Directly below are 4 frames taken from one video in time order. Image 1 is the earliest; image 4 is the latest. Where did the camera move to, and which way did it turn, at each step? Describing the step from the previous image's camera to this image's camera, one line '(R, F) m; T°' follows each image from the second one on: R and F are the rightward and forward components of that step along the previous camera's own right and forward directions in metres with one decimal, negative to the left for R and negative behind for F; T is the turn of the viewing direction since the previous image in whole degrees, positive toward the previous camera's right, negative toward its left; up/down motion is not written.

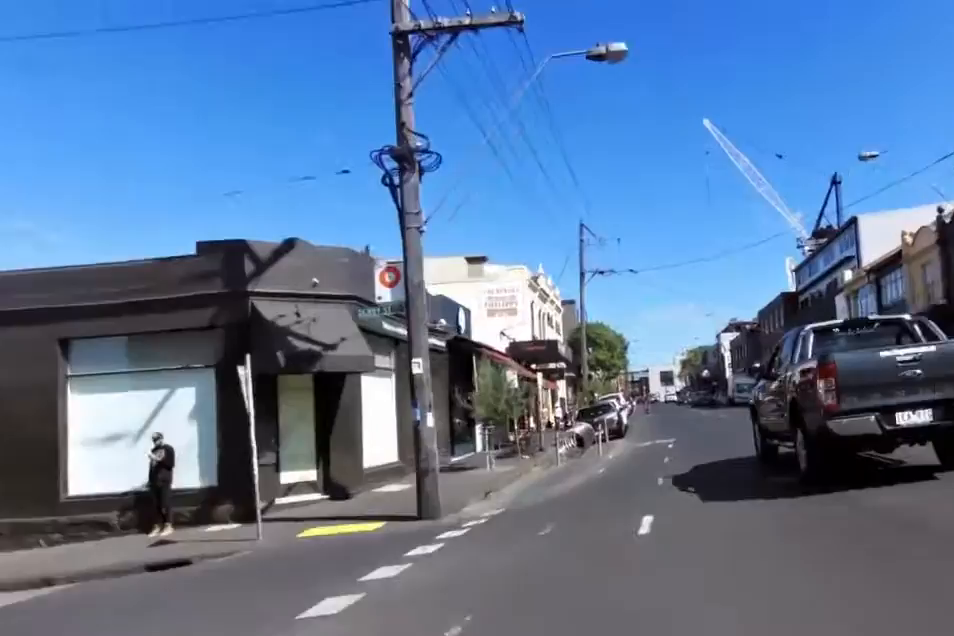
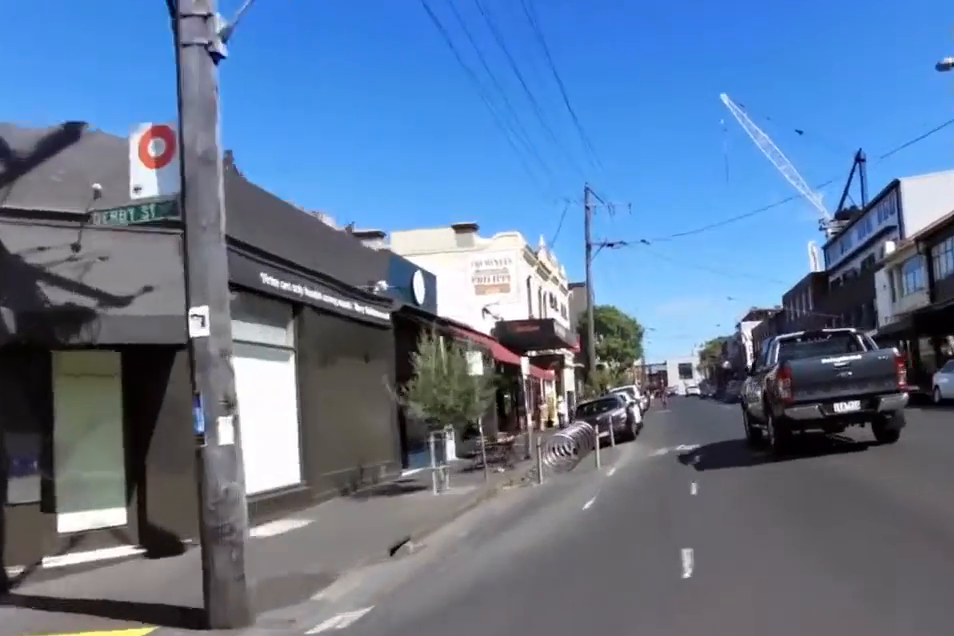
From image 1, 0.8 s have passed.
(-0.6, +6.2) m; +1°
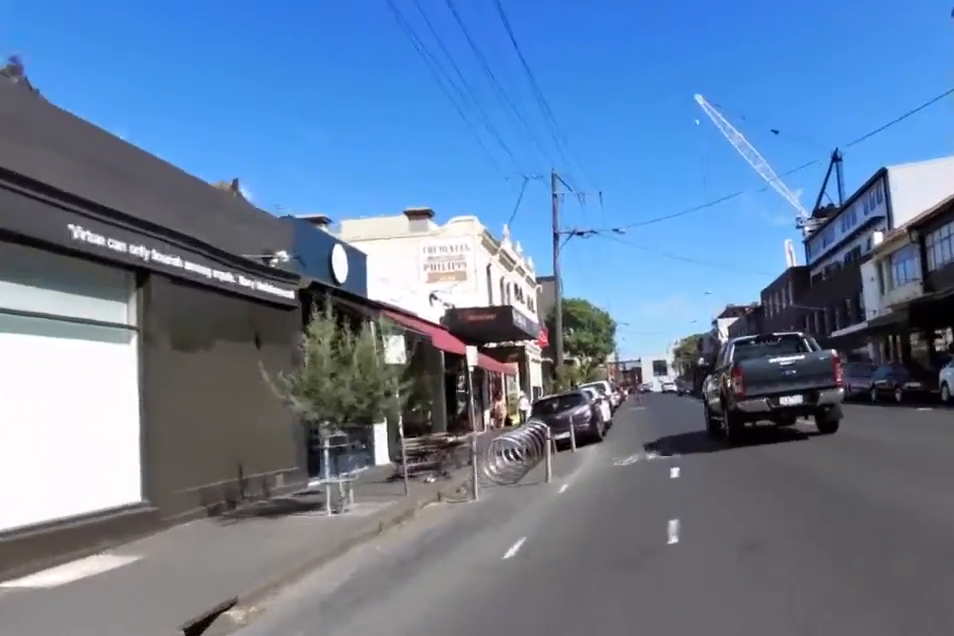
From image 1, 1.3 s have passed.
(+0.5, +3.2) m; -1°
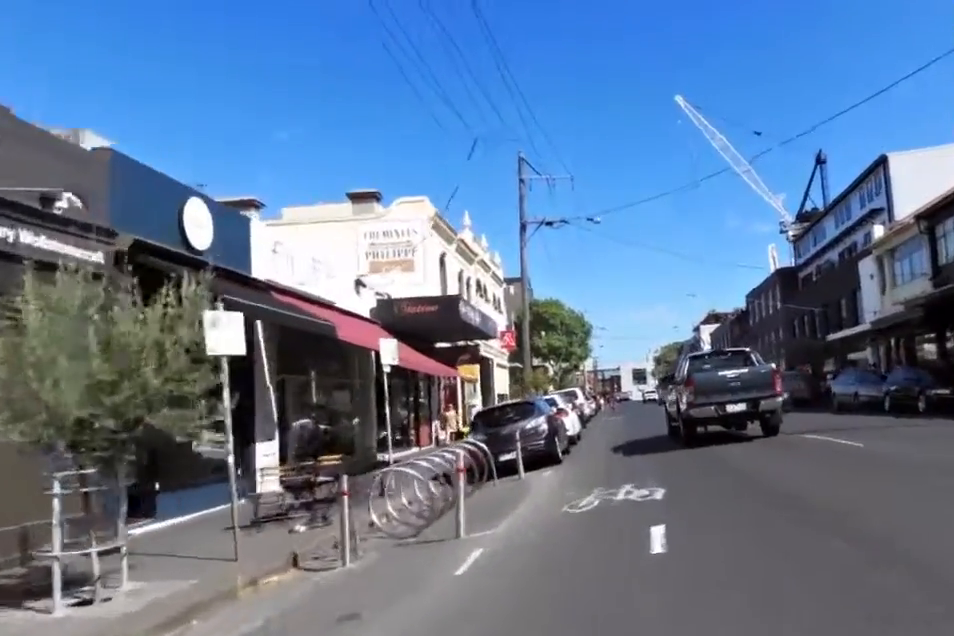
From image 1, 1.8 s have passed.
(+0.5, +4.2) m; -1°
